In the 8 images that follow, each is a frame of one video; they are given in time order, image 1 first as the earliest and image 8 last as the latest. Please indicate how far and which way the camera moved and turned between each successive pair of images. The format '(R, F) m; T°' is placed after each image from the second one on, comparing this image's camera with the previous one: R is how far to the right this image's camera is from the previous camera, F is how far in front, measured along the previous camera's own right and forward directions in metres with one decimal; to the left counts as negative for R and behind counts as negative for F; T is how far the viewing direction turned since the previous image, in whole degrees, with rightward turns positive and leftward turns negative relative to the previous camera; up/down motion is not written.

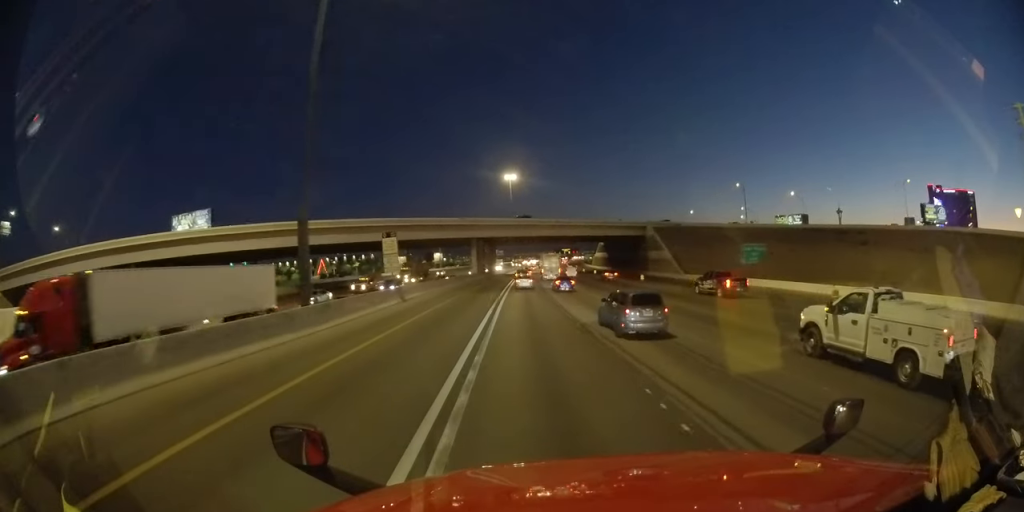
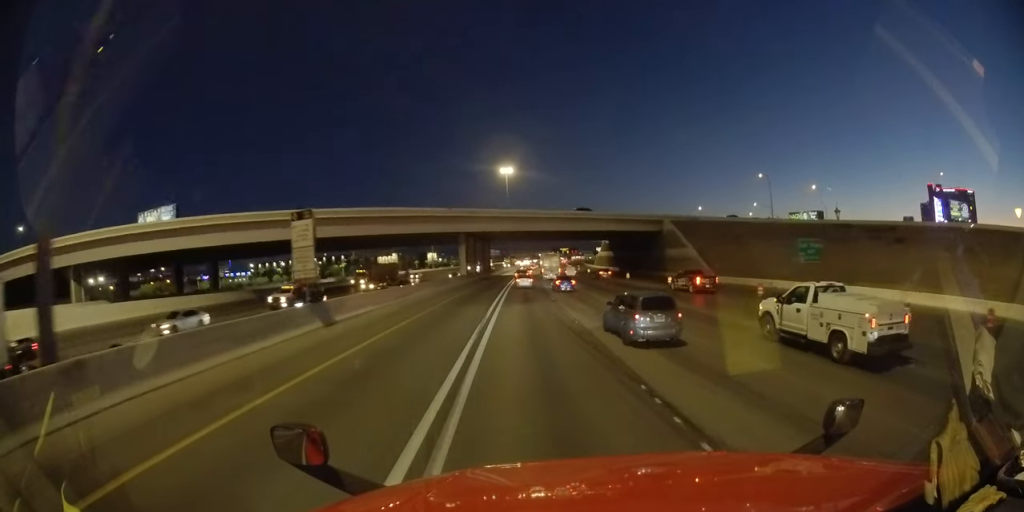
(+0.3, +11.7) m; +3°
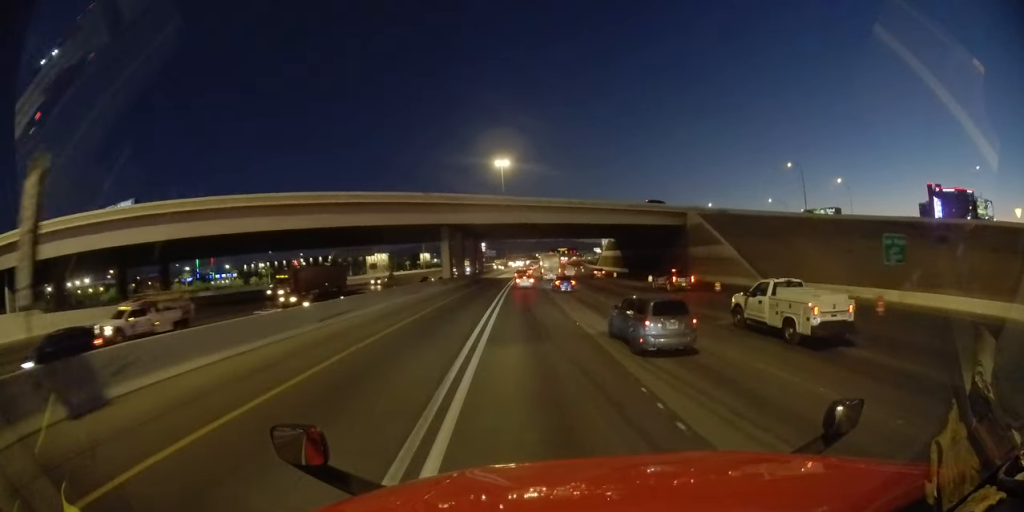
(+0.3, +11.8) m; +2°
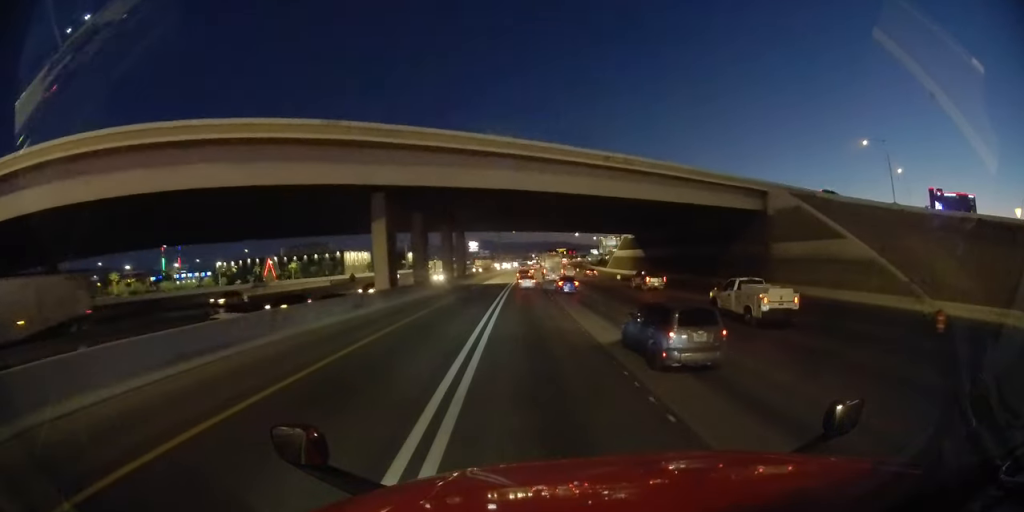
(+0.3, +21.7) m; +1°
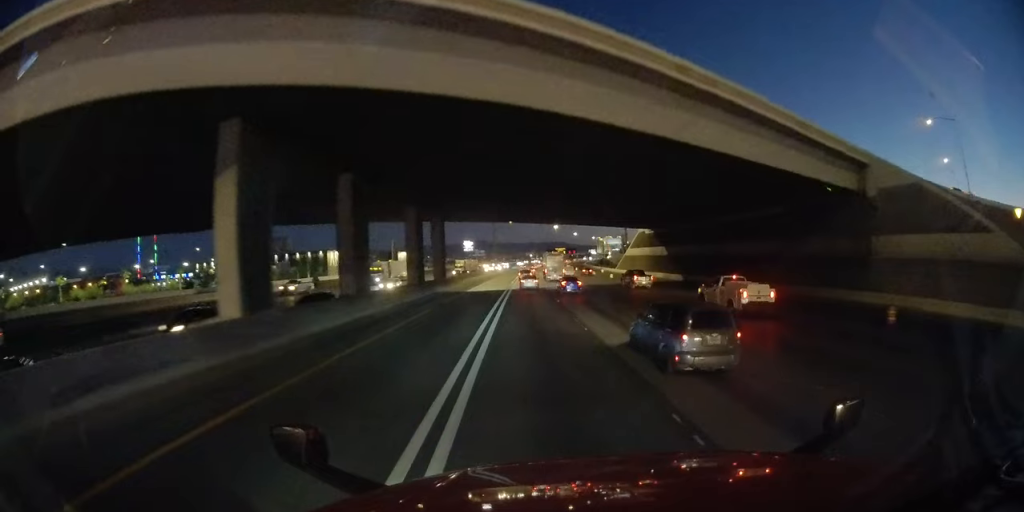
(0.0, +15.2) m; 0°
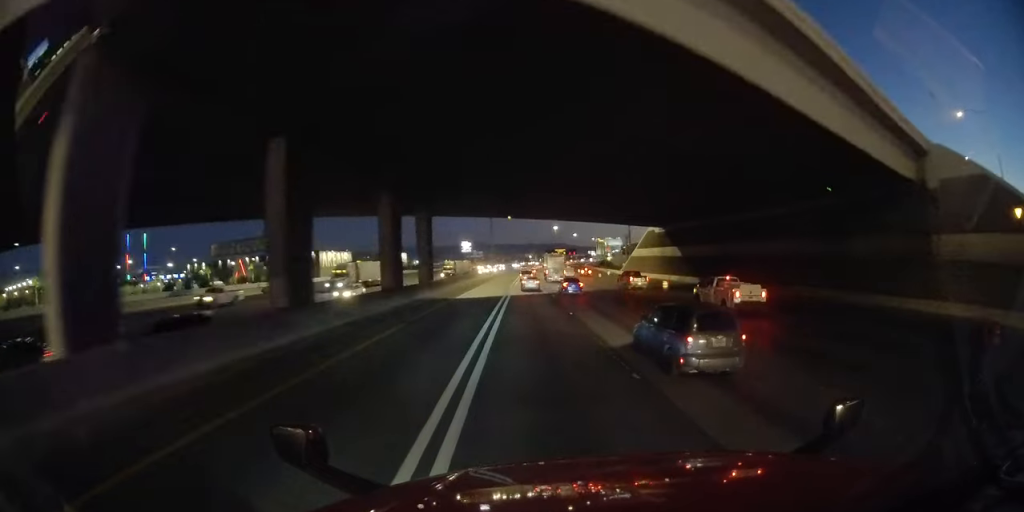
(0.0, +6.6) m; 0°
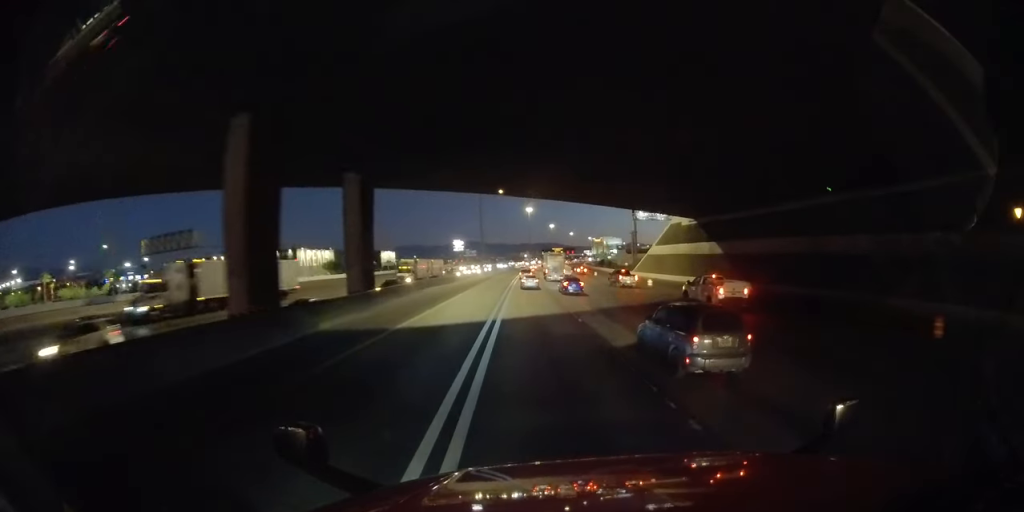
(0.0, +15.3) m; 0°
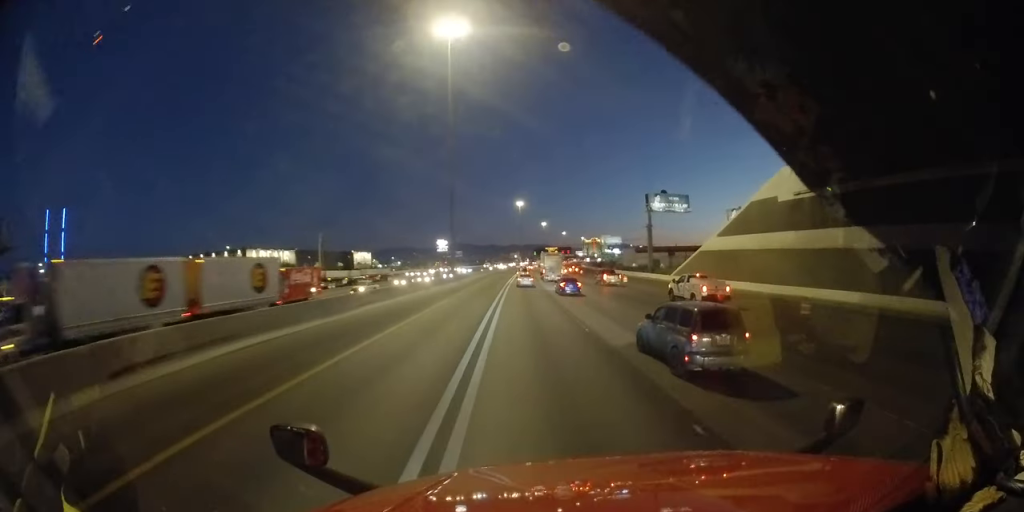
(-0.2, +27.0) m; 0°
